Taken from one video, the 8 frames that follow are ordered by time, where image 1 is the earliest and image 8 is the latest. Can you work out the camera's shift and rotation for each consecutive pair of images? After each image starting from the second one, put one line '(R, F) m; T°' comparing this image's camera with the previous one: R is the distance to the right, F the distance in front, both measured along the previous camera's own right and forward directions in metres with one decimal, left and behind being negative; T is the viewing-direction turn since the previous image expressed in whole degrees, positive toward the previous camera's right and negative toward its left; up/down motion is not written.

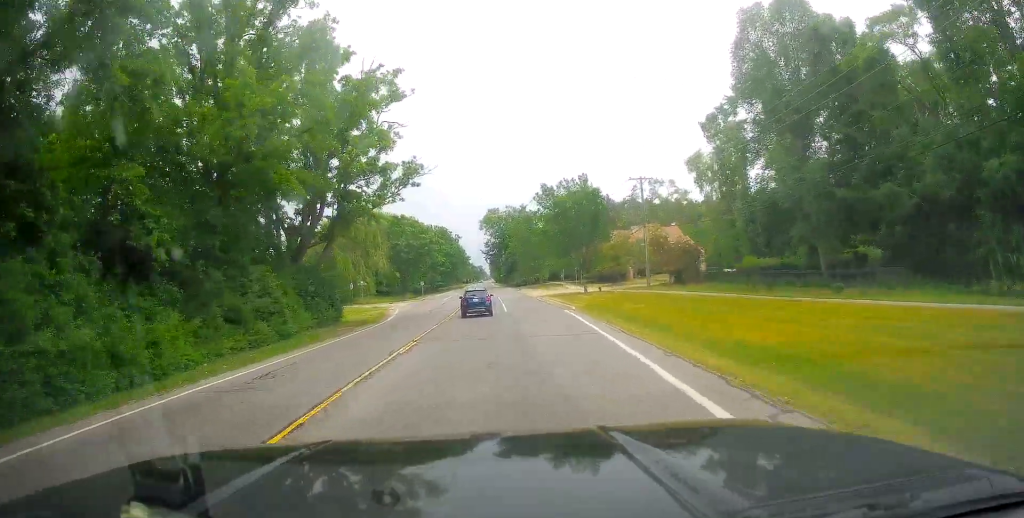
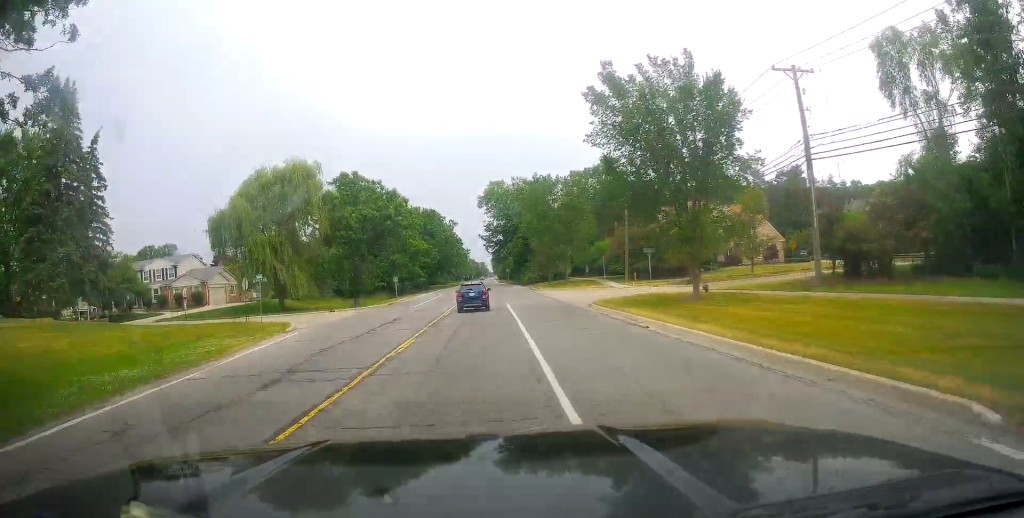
(+1.3, +32.8) m; +2°
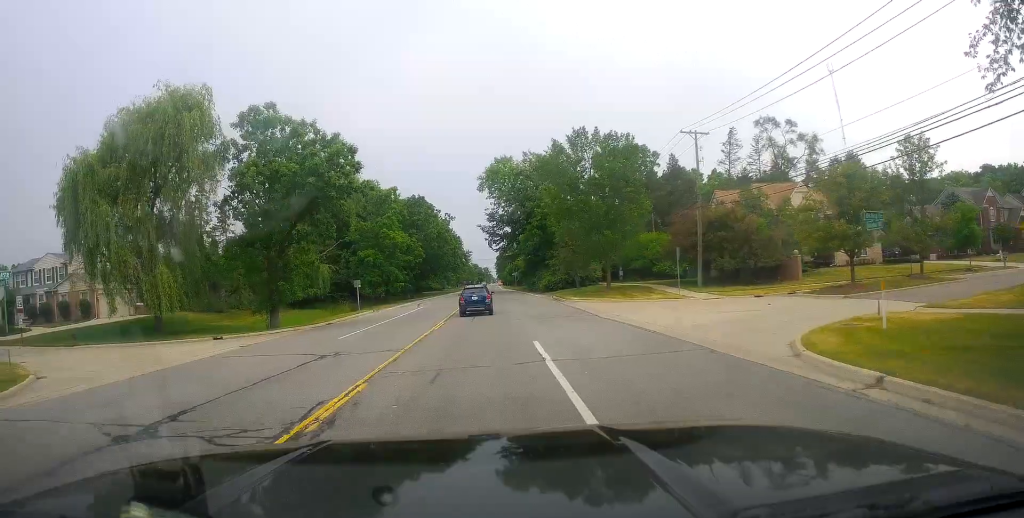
(-0.4, +23.5) m; 0°
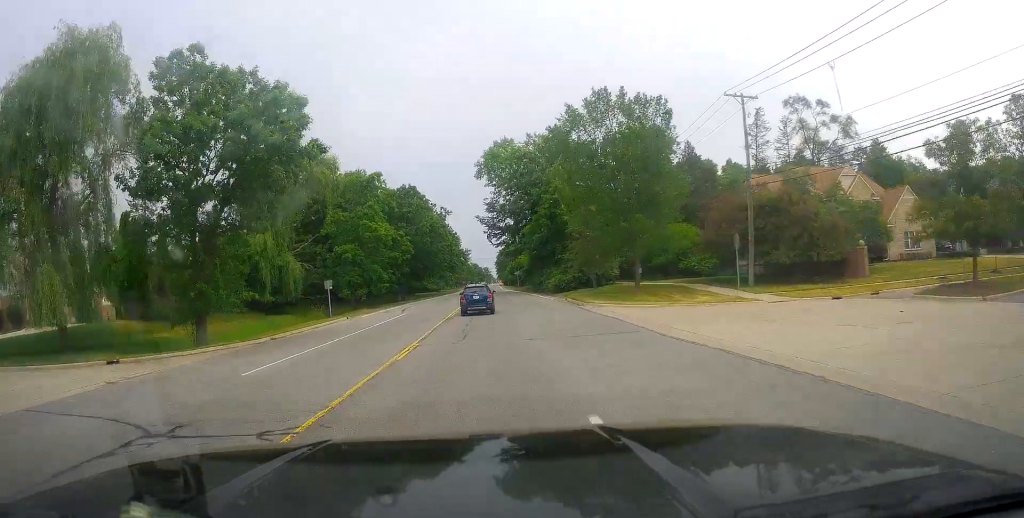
(+0.2, +9.5) m; -1°
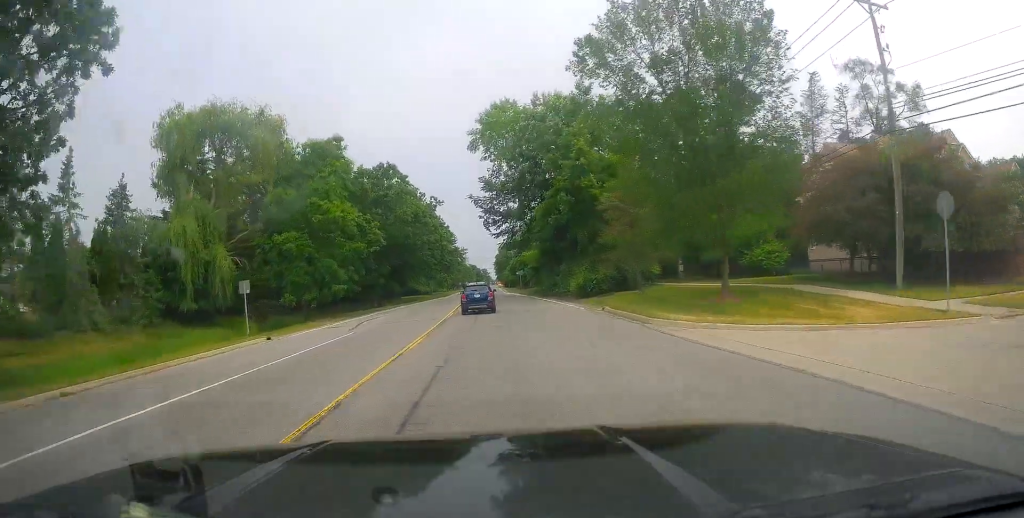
(+0.1, +15.2) m; -1°
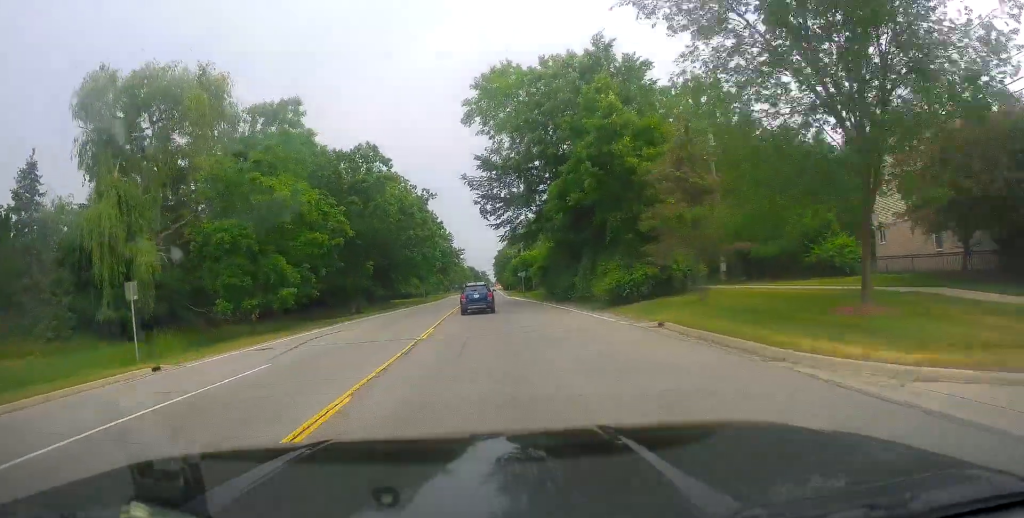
(-0.4, +10.1) m; 0°
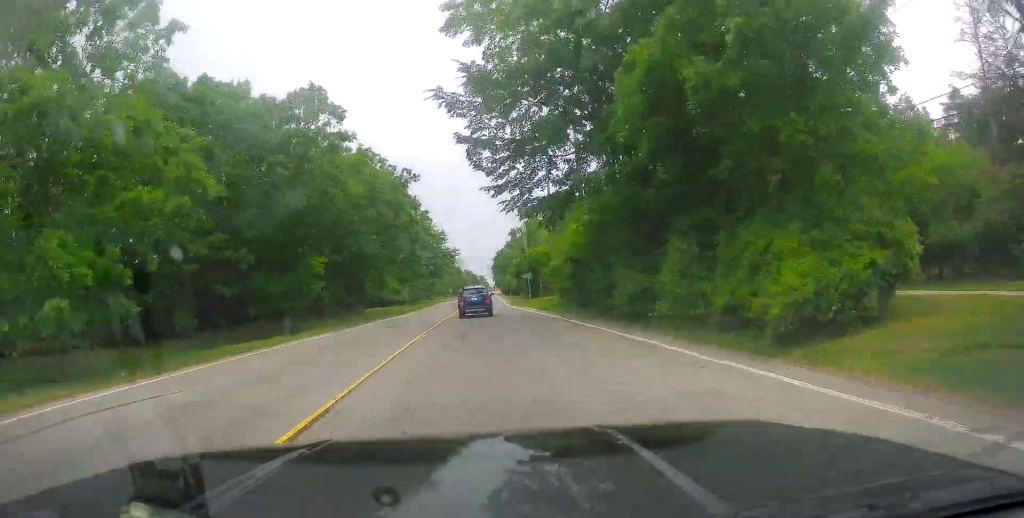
(+0.3, +17.5) m; 0°
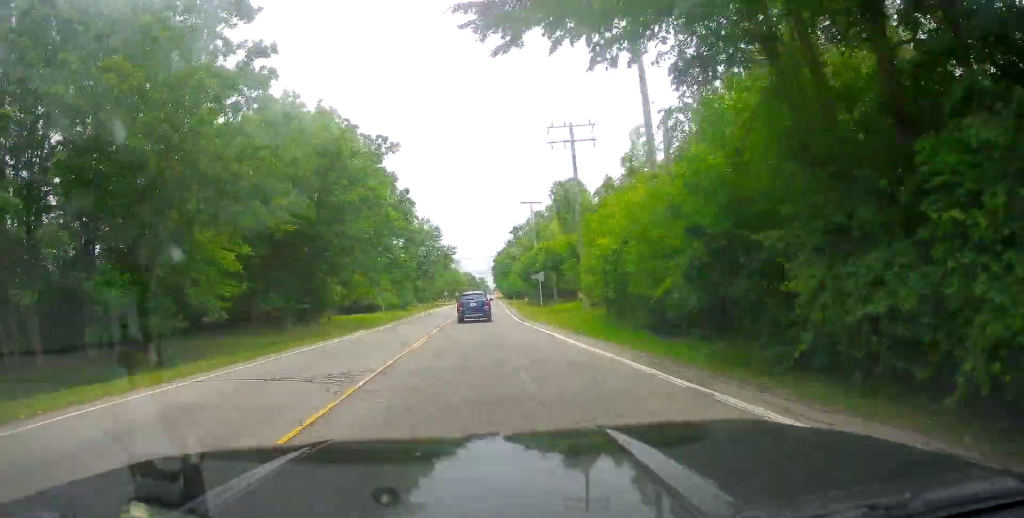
(-0.2, +16.0) m; 0°
